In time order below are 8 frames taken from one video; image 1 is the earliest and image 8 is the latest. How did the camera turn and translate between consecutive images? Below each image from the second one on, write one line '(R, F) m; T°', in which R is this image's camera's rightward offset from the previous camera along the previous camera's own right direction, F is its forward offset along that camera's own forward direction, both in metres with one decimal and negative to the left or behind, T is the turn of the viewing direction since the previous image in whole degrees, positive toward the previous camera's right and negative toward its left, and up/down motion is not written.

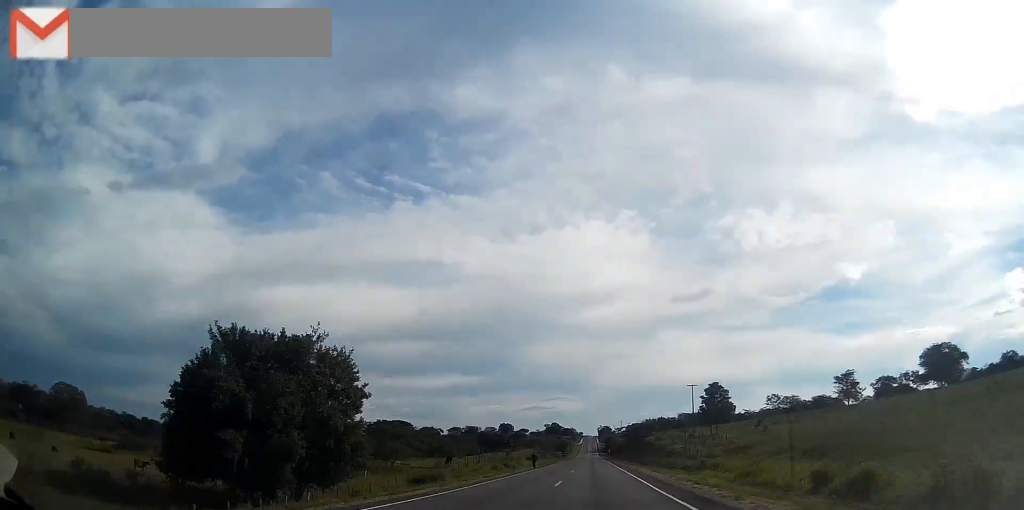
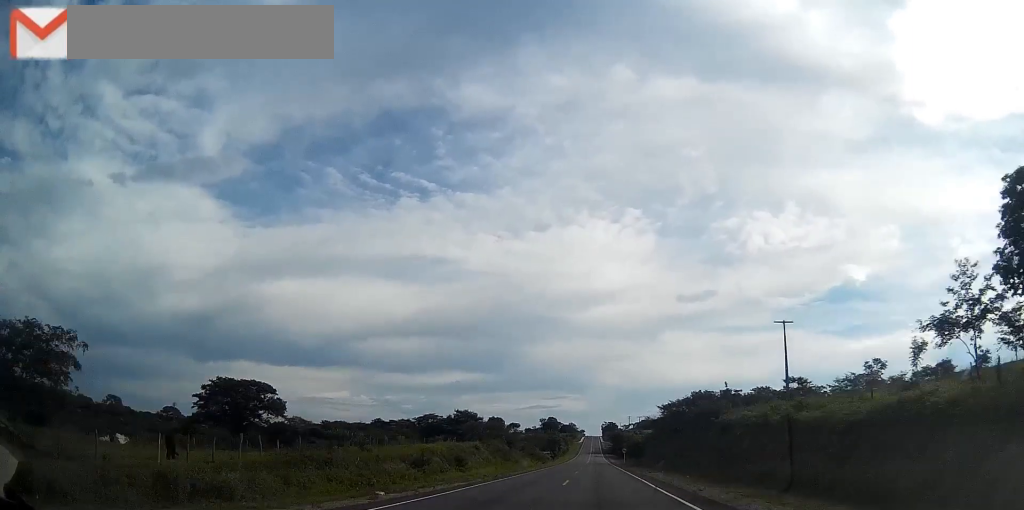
(-0.1, +60.8) m; 0°
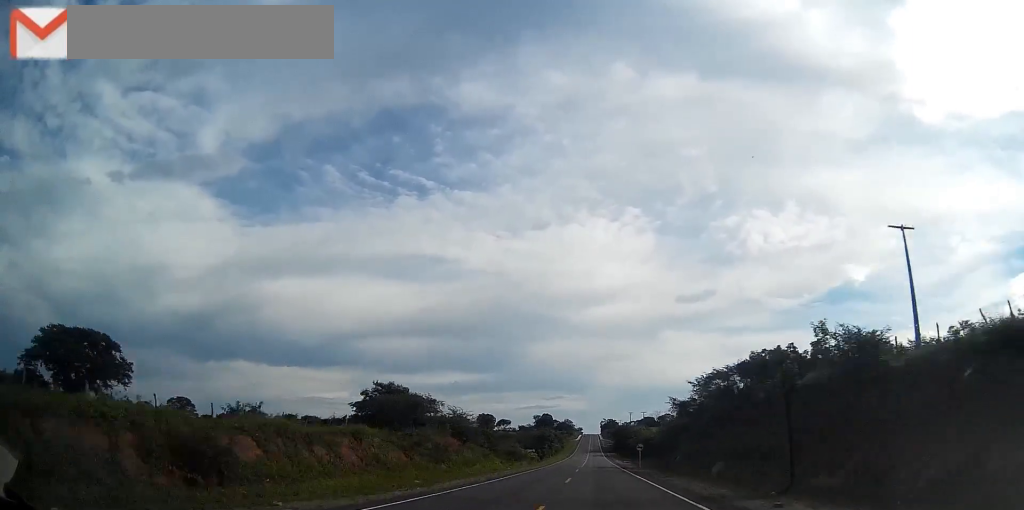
(-0.1, +31.2) m; 0°
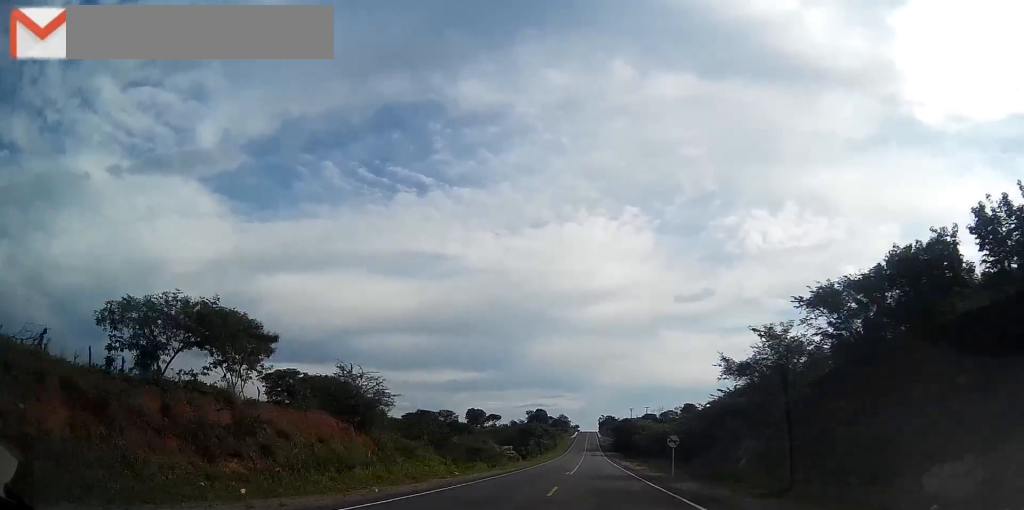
(-0.2, +24.6) m; 0°
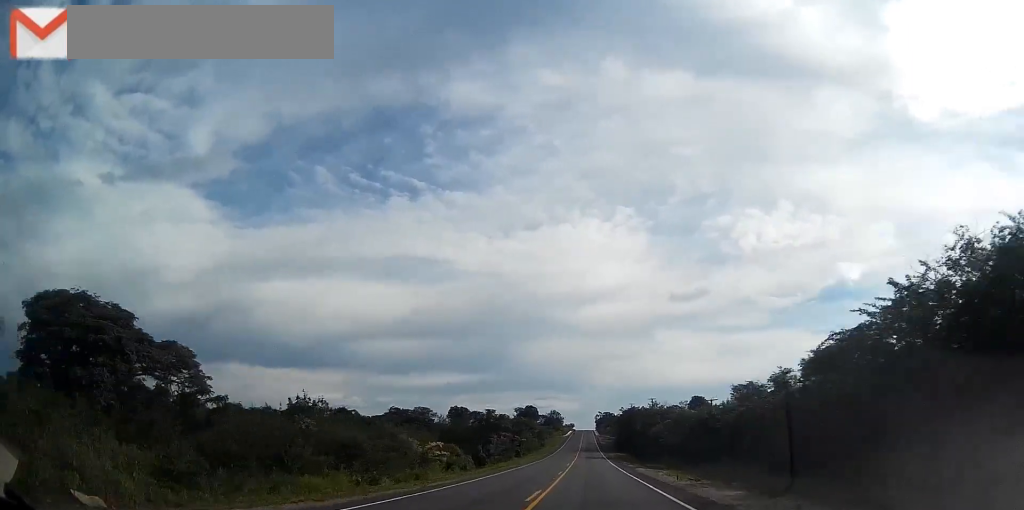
(+0.2, +32.8) m; 0°
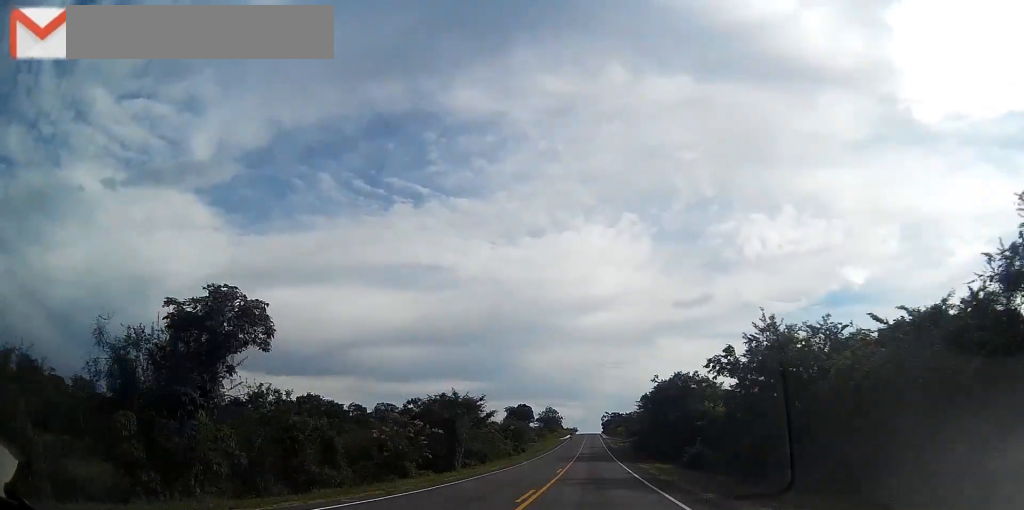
(+0.2, +47.5) m; 0°
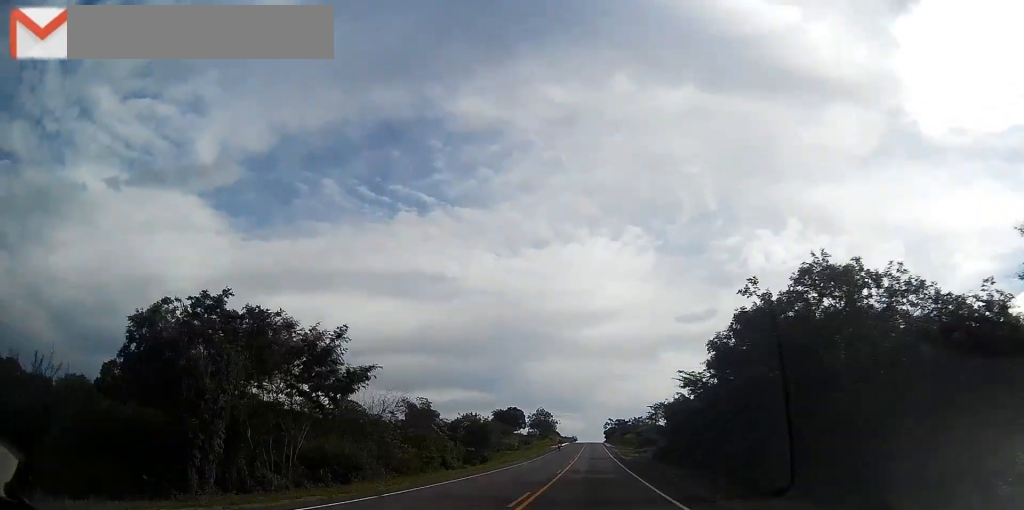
(0.0, +32.9) m; 0°
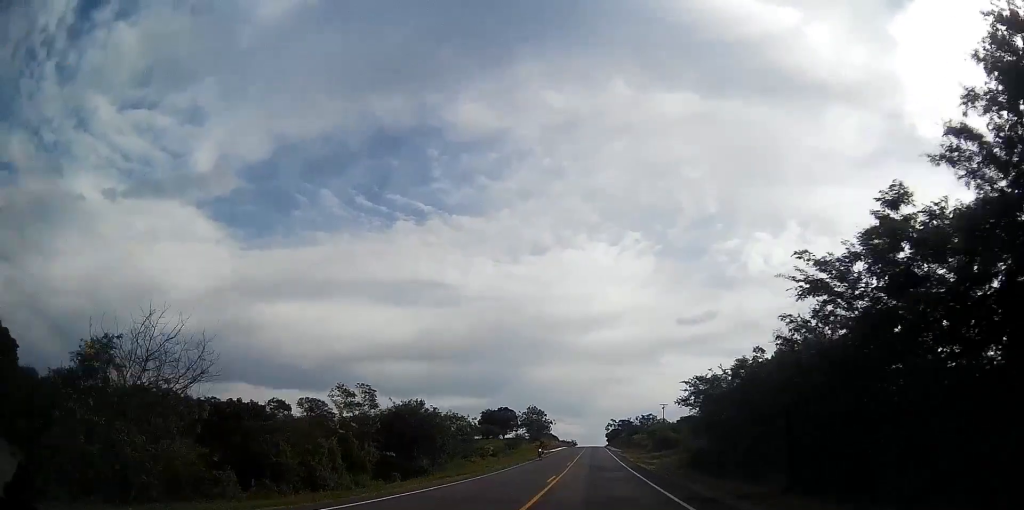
(-0.1, +23.0) m; 0°
